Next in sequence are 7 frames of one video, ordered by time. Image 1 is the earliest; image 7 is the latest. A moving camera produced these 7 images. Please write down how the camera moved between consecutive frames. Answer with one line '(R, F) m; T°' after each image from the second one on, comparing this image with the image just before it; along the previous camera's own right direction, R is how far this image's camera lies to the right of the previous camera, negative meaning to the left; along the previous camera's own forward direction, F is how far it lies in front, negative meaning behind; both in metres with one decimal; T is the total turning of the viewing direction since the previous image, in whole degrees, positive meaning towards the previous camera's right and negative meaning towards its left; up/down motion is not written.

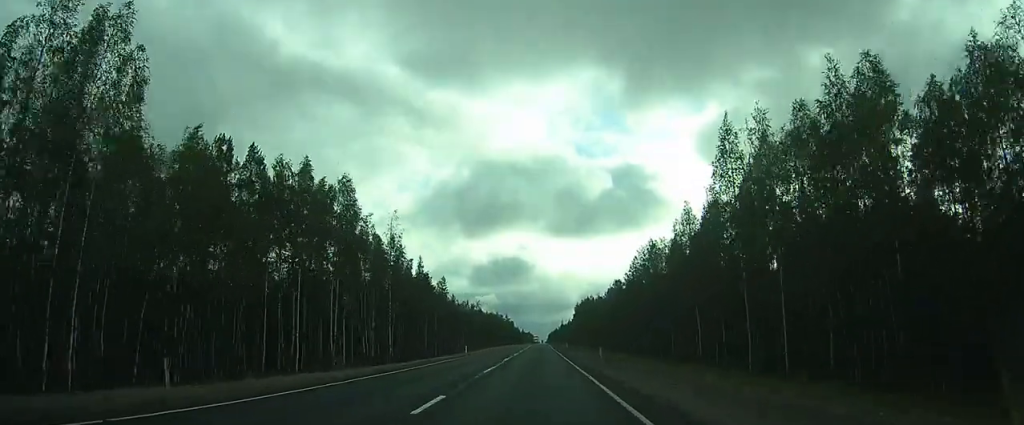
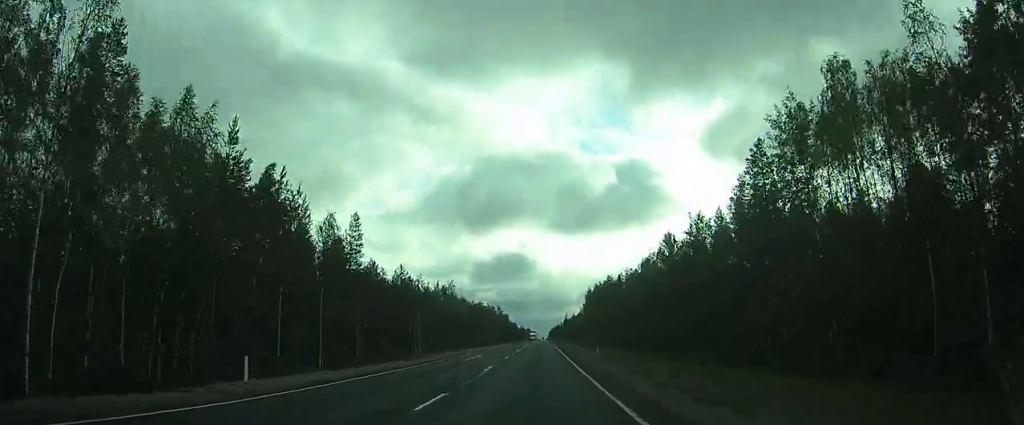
(-0.3, +39.7) m; -1°
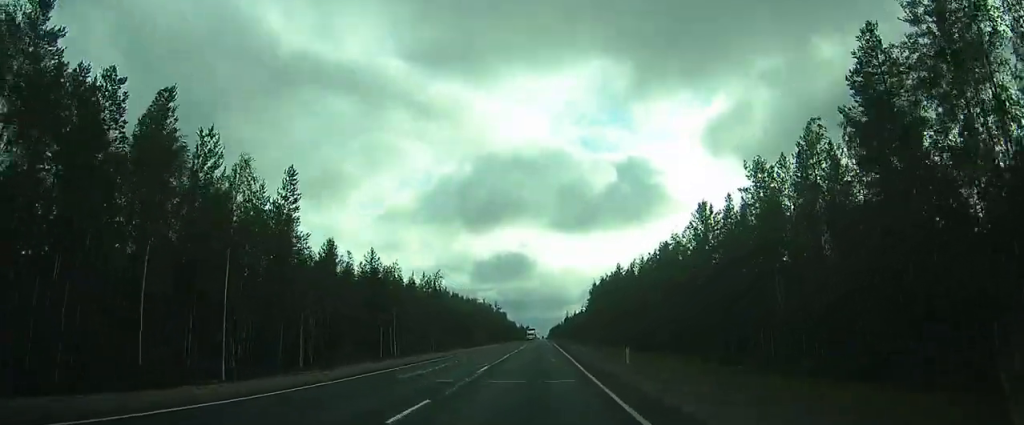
(-0.1, +10.8) m; 0°
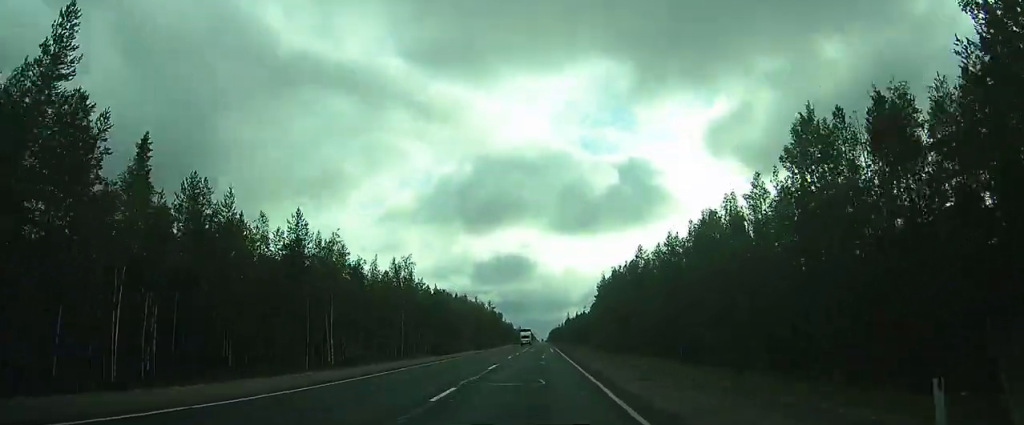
(-0.1, +16.6) m; 0°
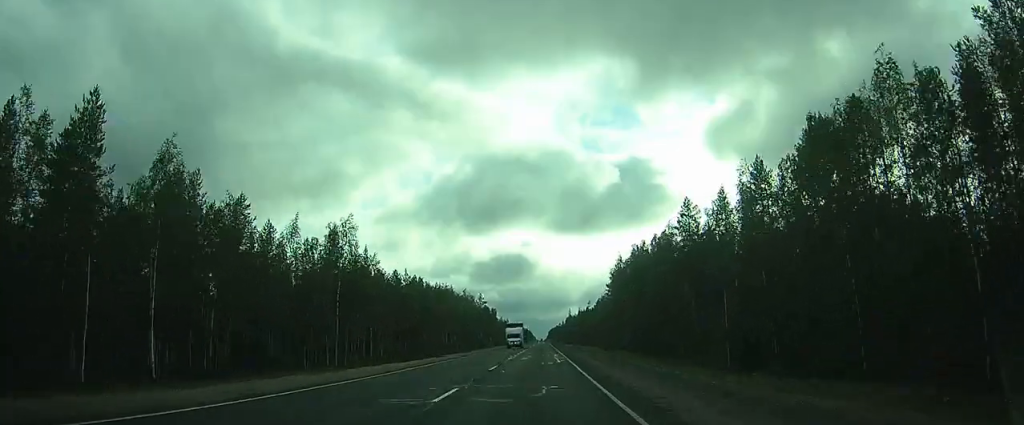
(0.0, +21.4) m; 0°
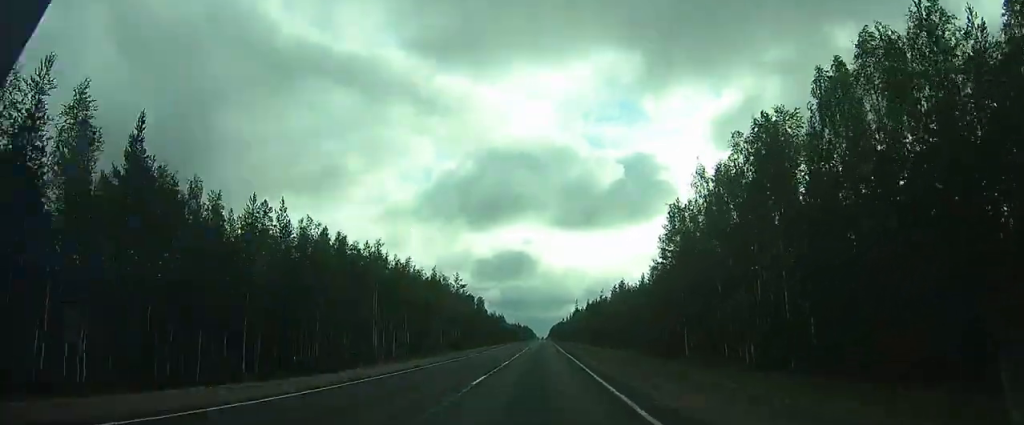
(-0.1, +46.5) m; 0°
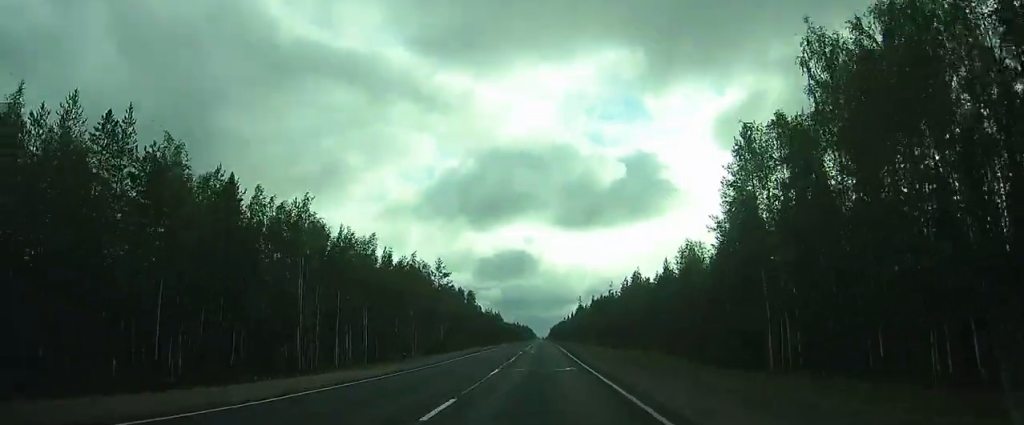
(0.0, +22.3) m; 0°
